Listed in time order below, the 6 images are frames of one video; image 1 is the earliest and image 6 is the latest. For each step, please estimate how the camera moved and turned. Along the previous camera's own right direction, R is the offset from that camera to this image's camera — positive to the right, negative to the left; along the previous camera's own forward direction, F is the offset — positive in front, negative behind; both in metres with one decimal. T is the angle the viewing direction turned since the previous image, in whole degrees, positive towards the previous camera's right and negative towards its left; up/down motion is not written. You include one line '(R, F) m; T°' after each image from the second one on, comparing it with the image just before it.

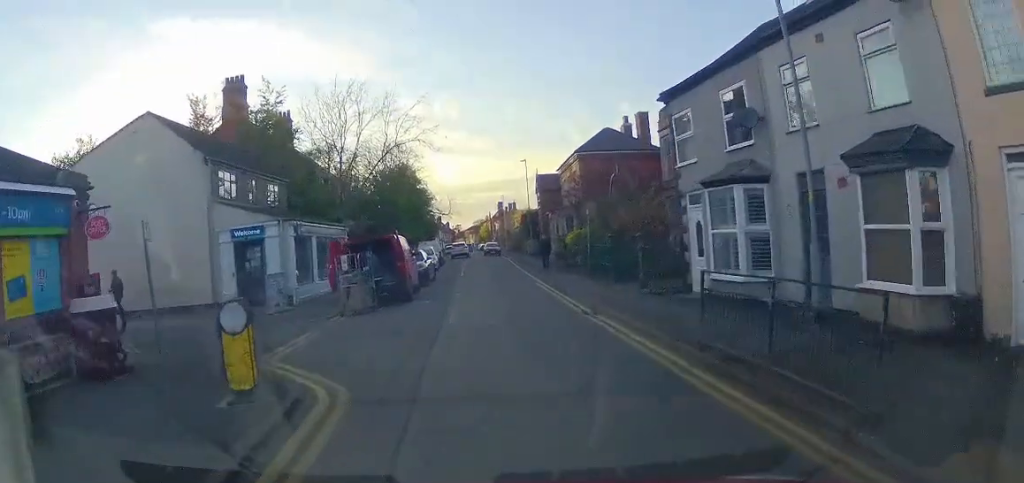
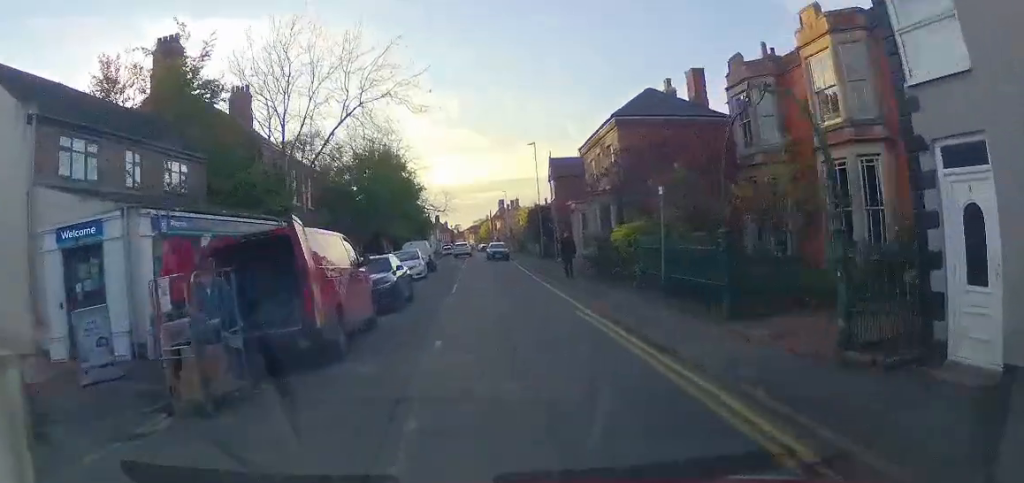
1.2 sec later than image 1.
(-0.2, +9.1) m; -1°
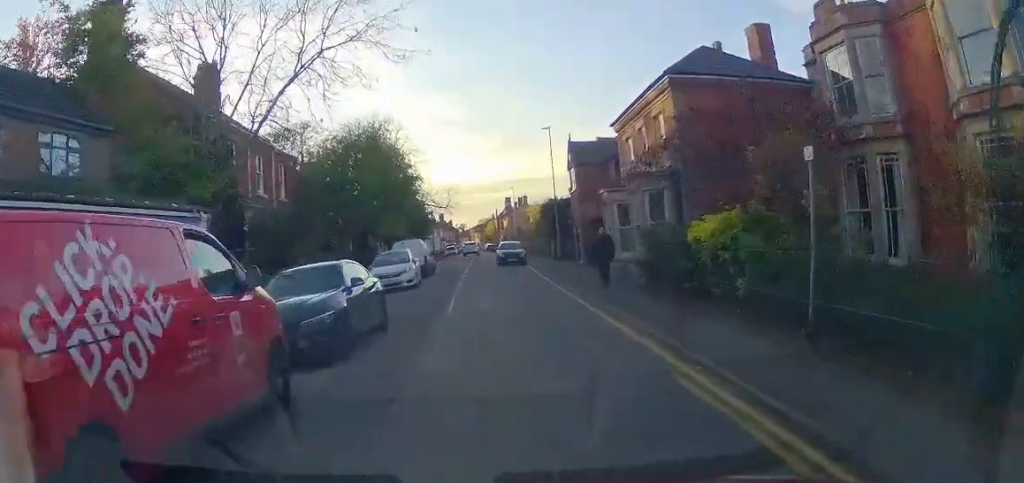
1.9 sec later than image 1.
(0.0, +6.2) m; 0°
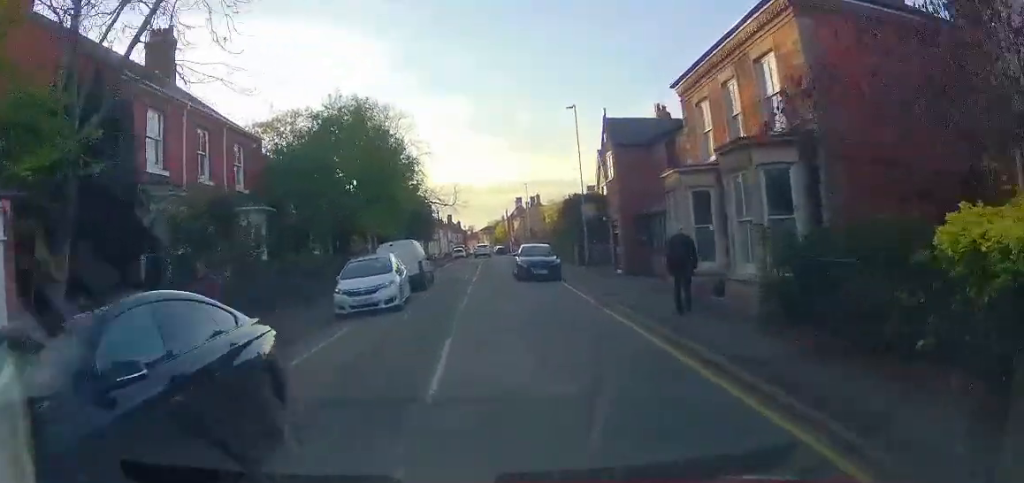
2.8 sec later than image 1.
(0.0, +6.8) m; 0°
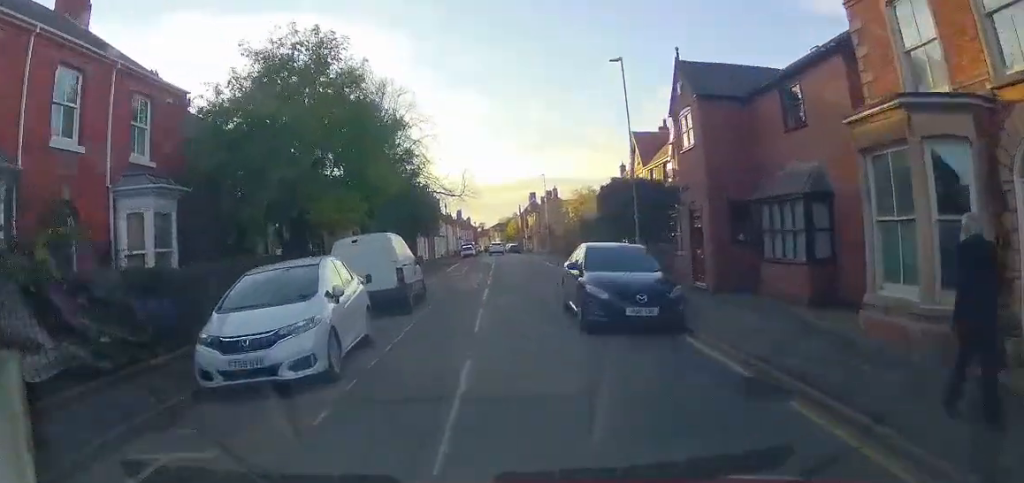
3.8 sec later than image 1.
(0.0, +8.3) m; 0°
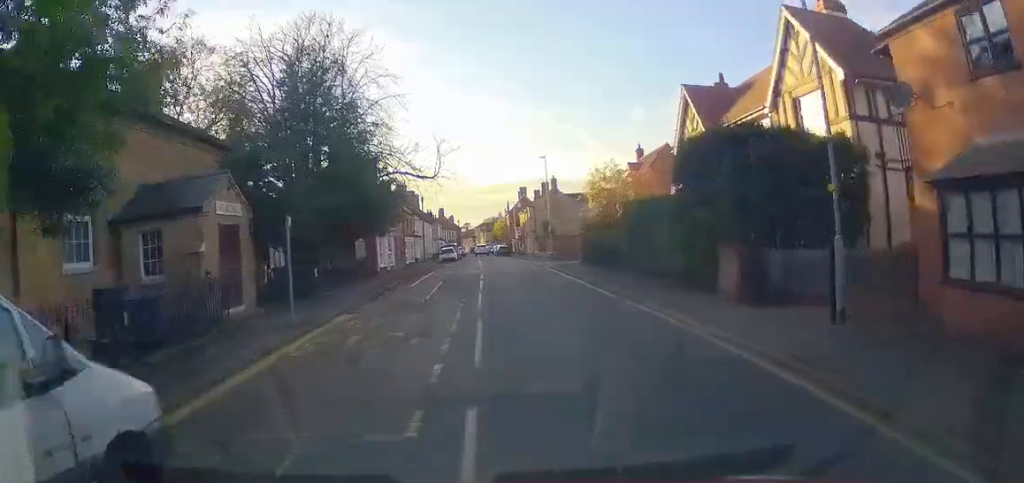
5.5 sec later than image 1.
(0.0, +14.3) m; 0°
